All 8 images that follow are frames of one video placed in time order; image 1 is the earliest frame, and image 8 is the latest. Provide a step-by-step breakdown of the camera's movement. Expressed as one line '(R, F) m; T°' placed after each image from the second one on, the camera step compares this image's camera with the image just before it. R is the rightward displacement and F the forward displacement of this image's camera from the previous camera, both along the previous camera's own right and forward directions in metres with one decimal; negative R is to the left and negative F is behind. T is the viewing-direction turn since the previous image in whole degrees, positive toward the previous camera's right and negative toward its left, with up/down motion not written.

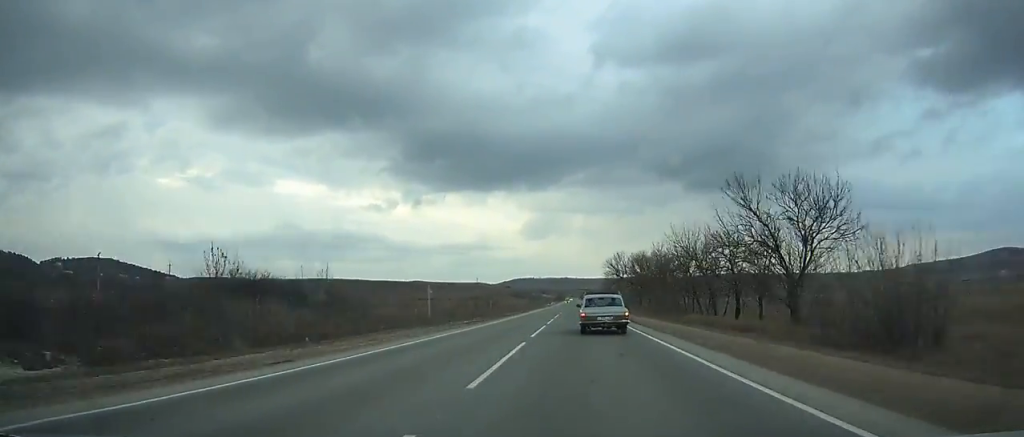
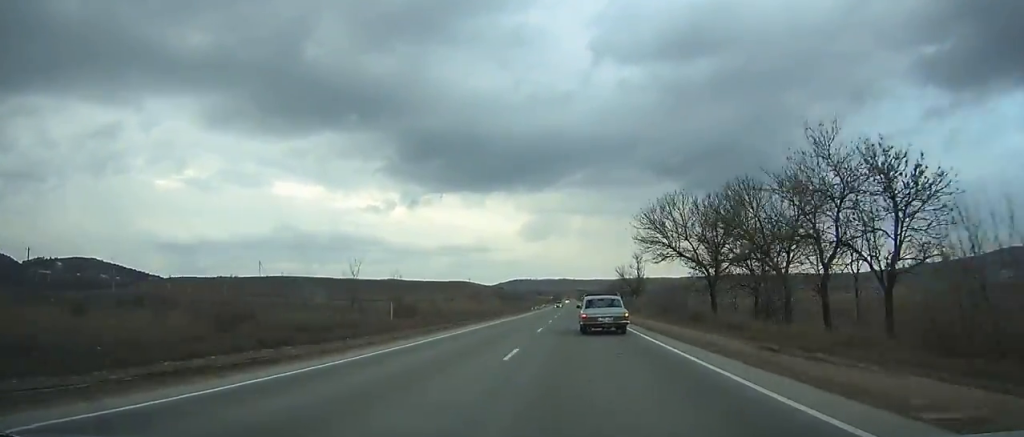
(0.0, +50.0) m; 0°
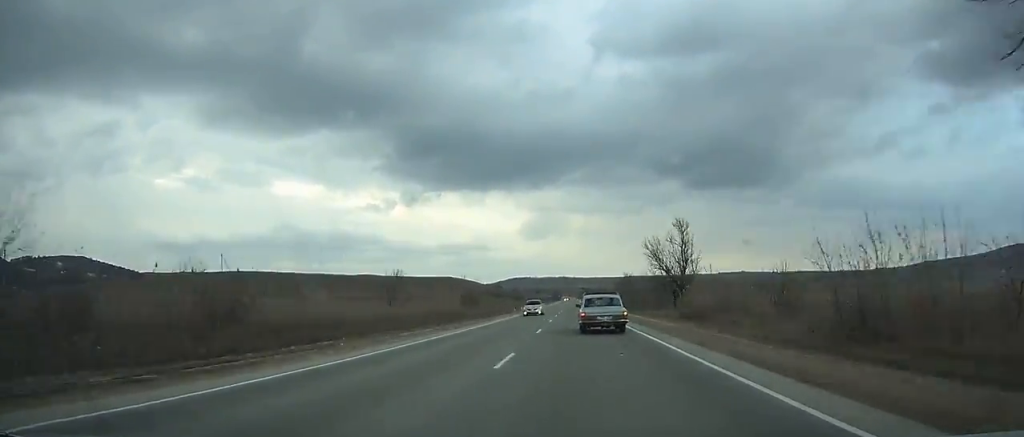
(-0.2, +39.0) m; 0°
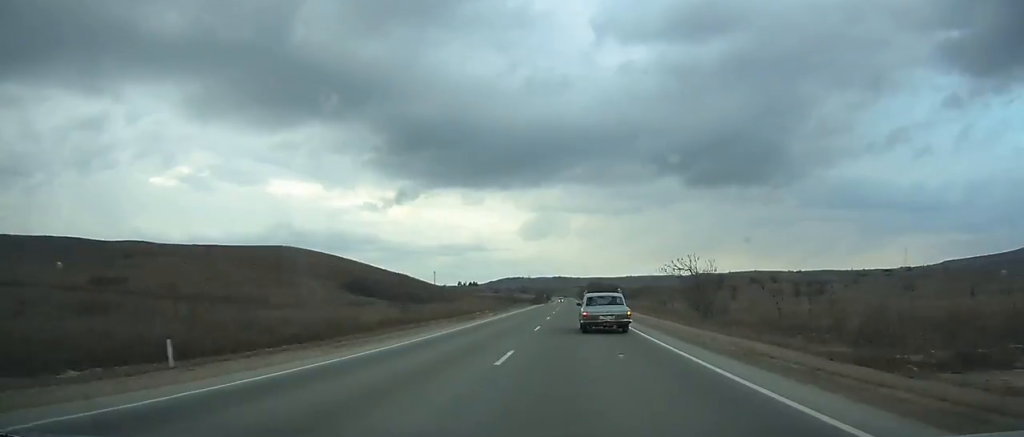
(+1.9, +154.4) m; +1°
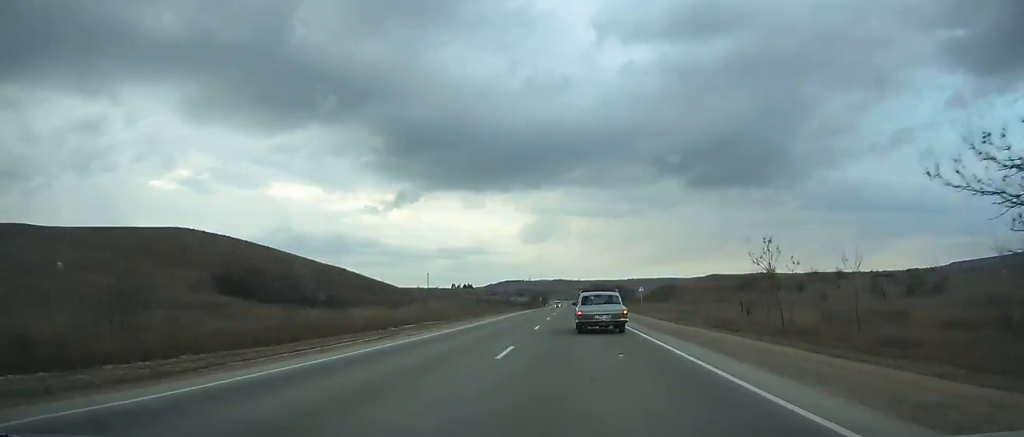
(0.0, +35.2) m; 0°
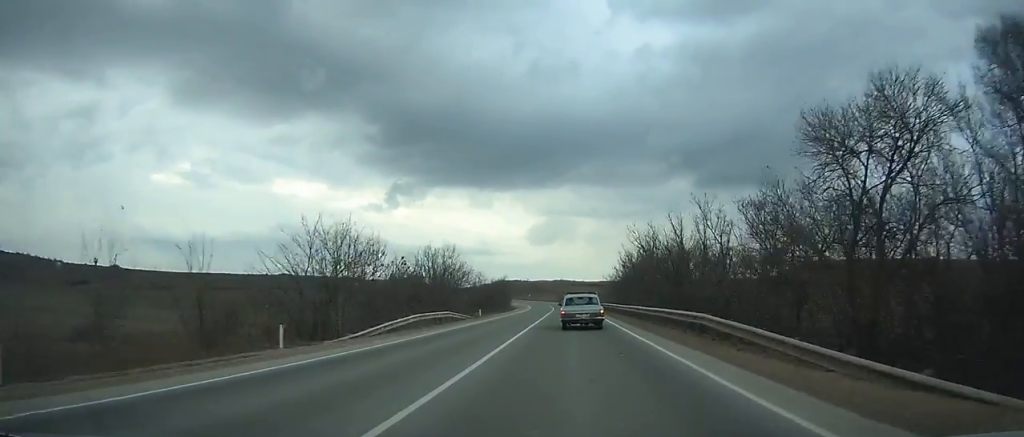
(-2.1, +193.8) m; -1°
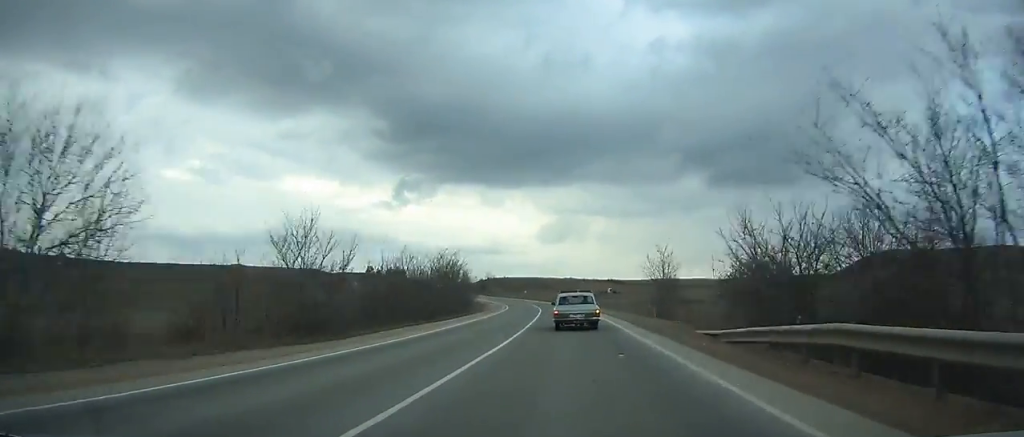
(-0.6, +55.4) m; -3°
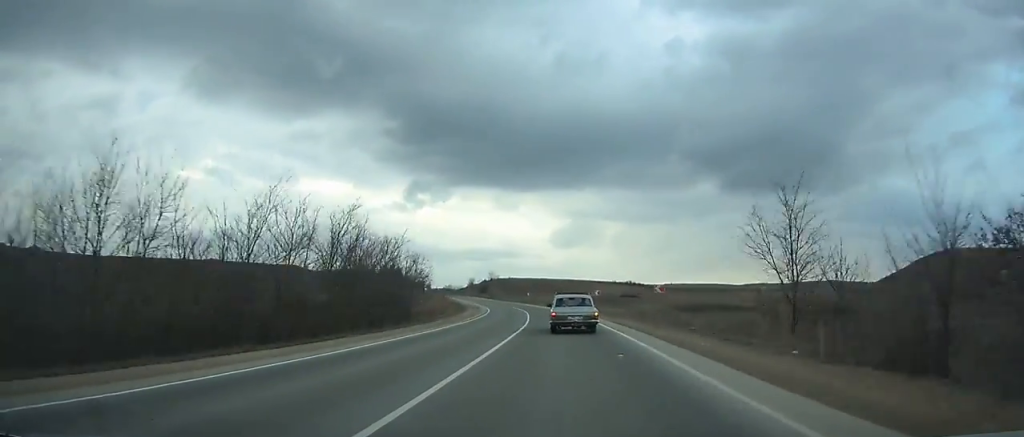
(+0.8, +31.1) m; -2°
